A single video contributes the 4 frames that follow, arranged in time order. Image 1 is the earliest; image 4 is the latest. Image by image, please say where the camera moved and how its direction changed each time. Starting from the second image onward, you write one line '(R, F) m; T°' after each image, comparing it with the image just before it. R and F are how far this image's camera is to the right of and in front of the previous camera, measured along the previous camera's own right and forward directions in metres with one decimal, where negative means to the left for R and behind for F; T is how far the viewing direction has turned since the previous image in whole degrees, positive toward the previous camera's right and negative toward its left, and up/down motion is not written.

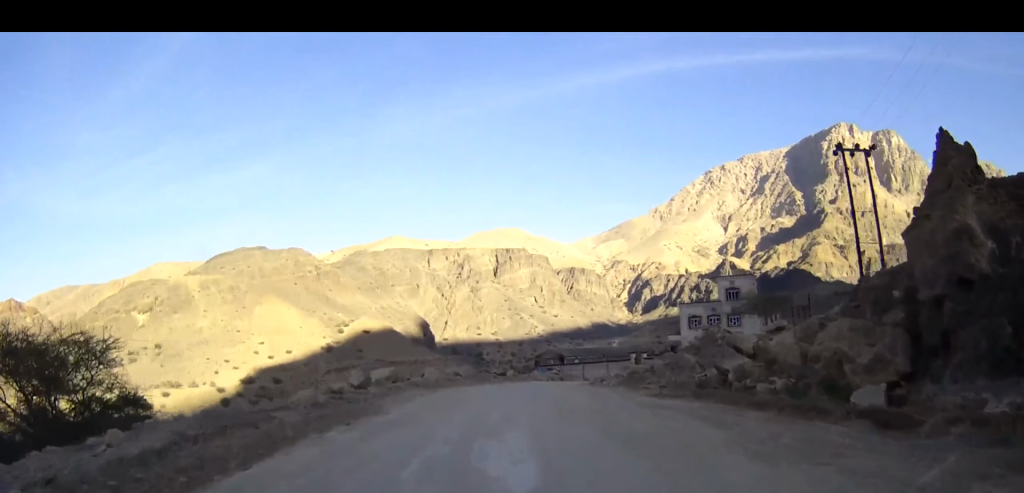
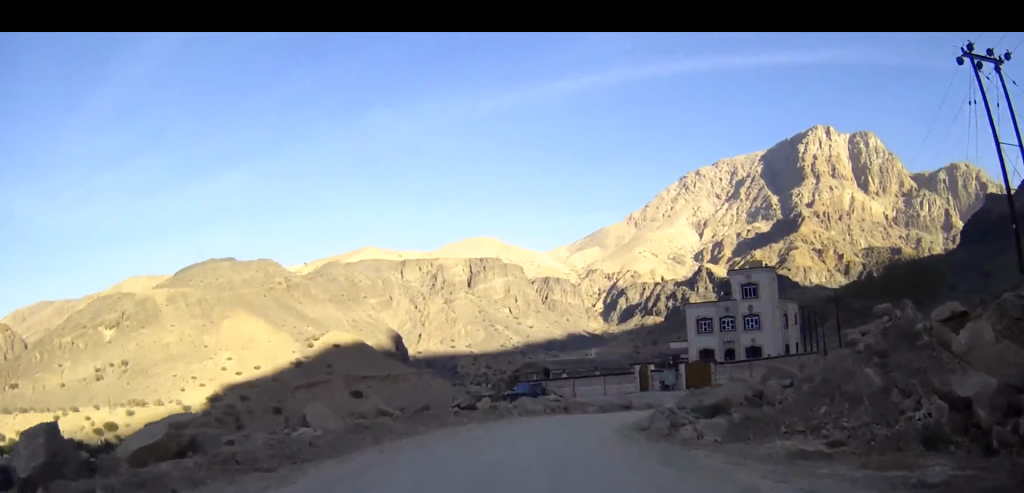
(+0.1, +16.1) m; +2°
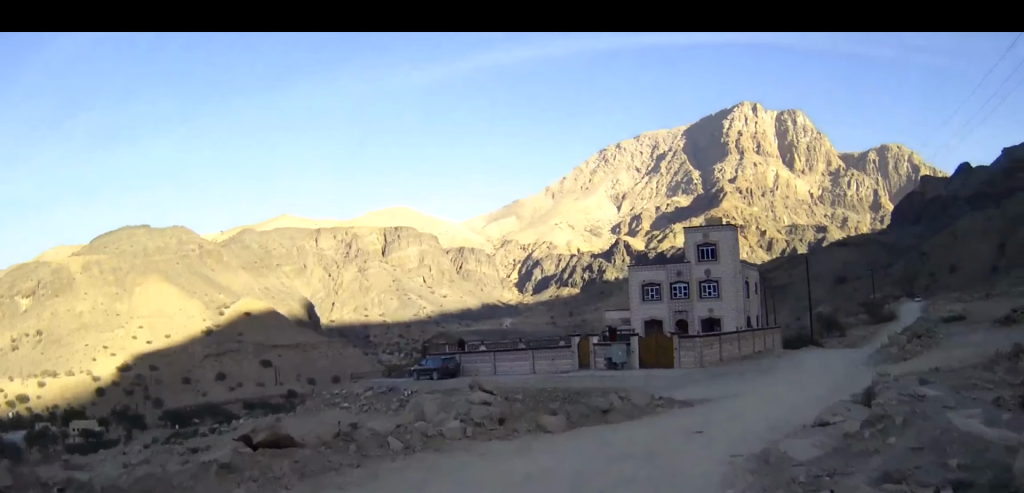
(+0.6, +13.1) m; +7°
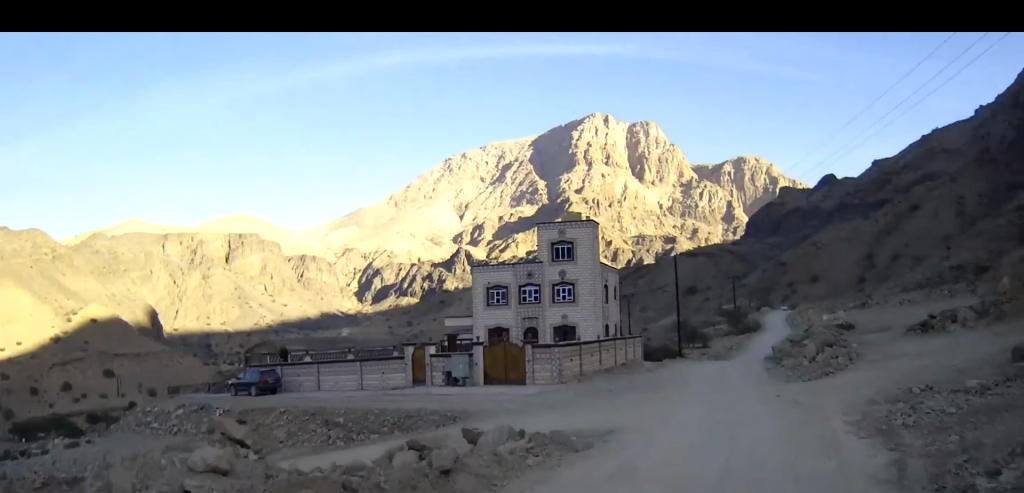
(+0.6, +8.1) m; +12°
